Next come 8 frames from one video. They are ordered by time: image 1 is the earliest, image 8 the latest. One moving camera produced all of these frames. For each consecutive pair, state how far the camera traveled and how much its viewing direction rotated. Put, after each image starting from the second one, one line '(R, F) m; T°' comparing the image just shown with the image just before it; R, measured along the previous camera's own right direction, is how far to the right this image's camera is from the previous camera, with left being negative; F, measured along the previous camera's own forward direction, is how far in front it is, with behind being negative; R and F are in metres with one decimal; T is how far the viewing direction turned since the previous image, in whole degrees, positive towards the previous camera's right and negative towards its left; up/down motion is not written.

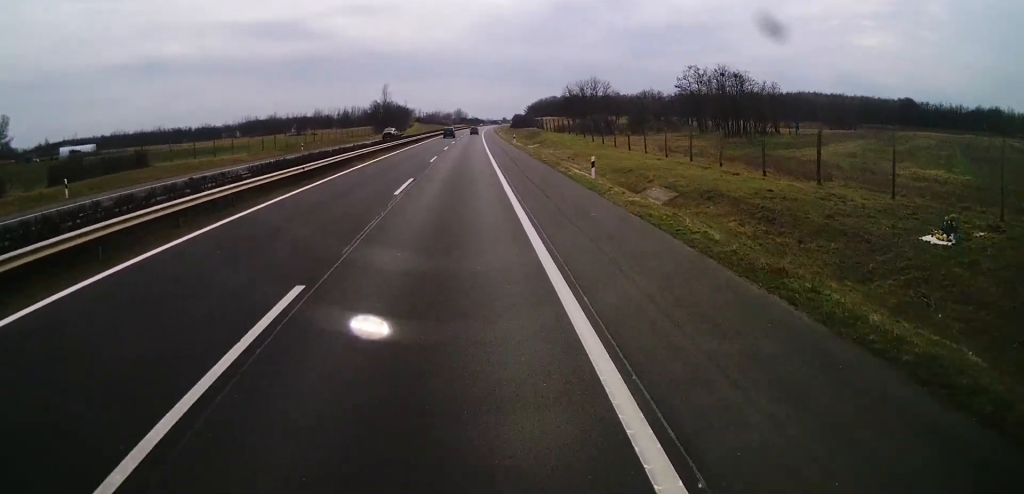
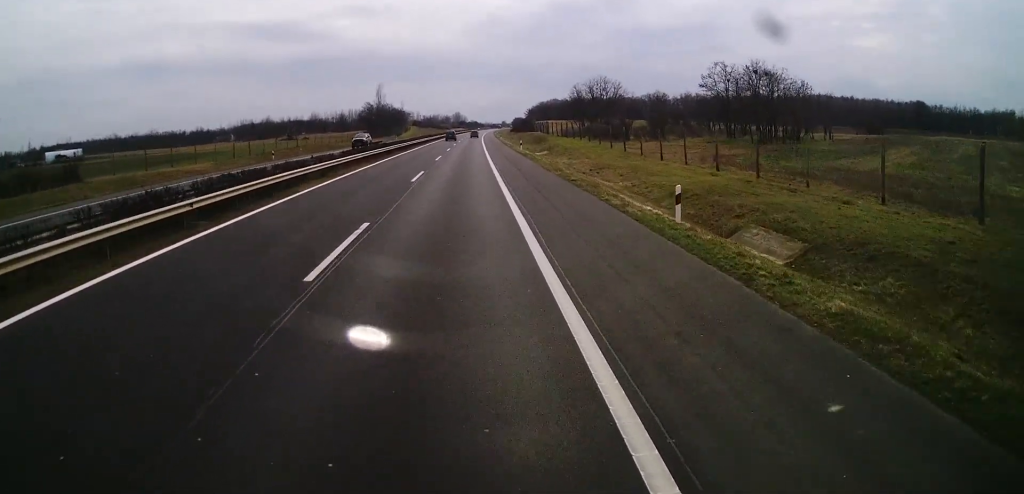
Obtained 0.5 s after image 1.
(+0.1, +11.6) m; 0°
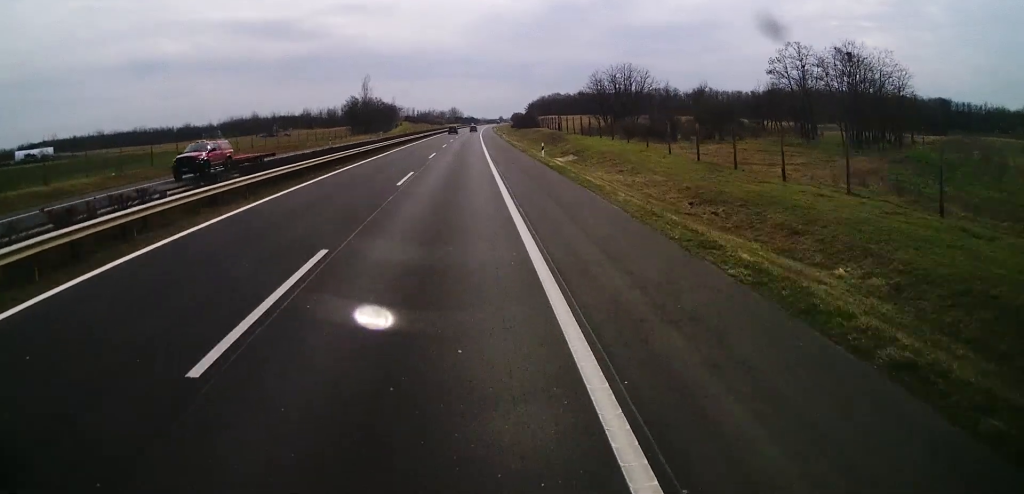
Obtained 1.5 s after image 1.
(-0.4, +22.2) m; 0°
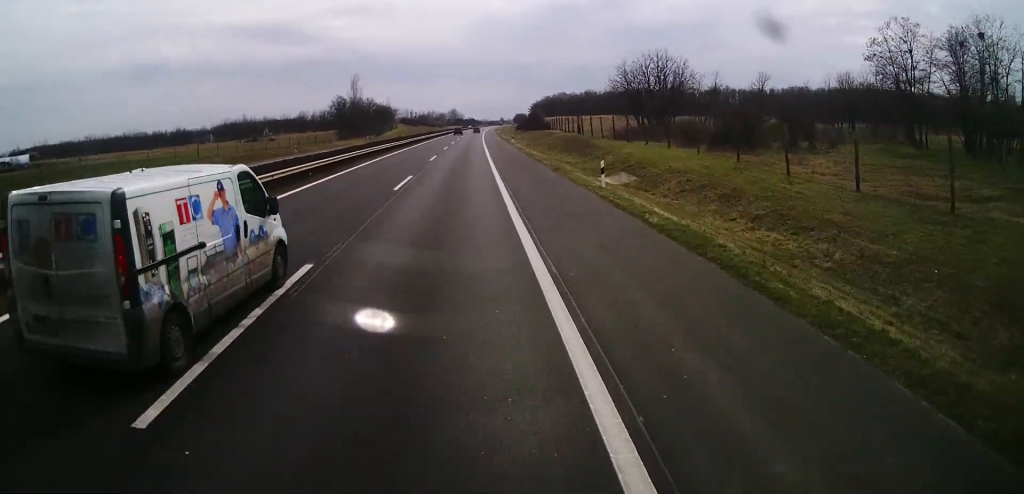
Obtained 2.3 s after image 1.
(+0.3, +19.2) m; +2°
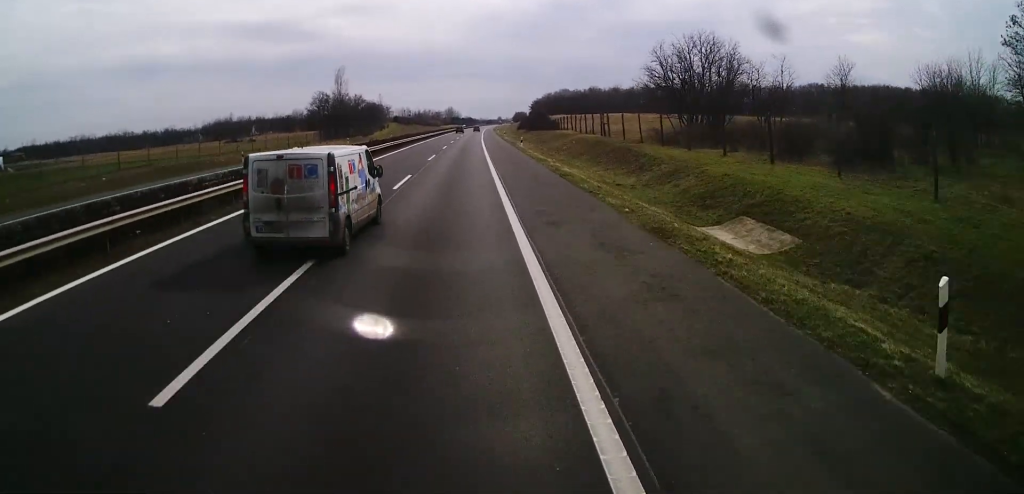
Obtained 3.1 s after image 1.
(+0.2, +17.6) m; 0°
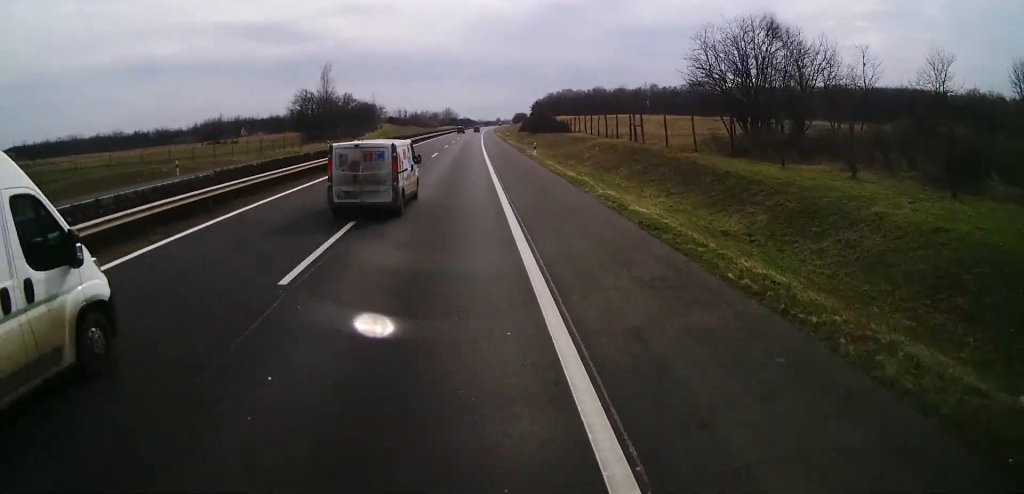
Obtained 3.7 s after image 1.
(+0.1, +13.8) m; 0°
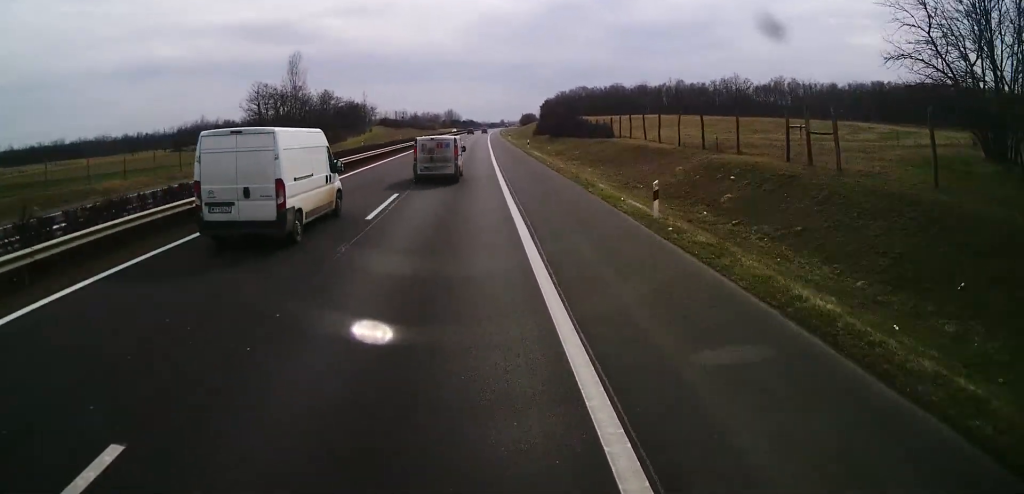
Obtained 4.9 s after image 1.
(-0.4, +29.4) m; 0°
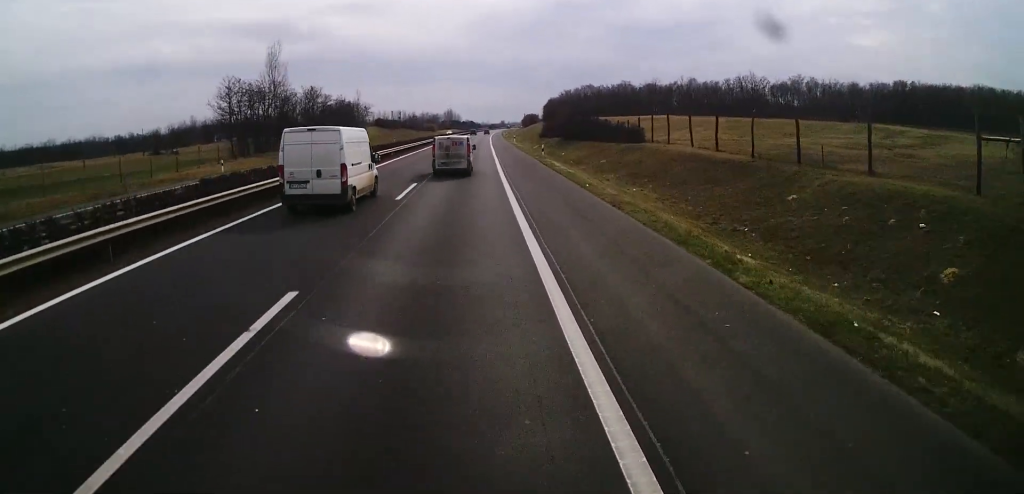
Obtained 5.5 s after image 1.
(-0.1, +13.2) m; +1°
